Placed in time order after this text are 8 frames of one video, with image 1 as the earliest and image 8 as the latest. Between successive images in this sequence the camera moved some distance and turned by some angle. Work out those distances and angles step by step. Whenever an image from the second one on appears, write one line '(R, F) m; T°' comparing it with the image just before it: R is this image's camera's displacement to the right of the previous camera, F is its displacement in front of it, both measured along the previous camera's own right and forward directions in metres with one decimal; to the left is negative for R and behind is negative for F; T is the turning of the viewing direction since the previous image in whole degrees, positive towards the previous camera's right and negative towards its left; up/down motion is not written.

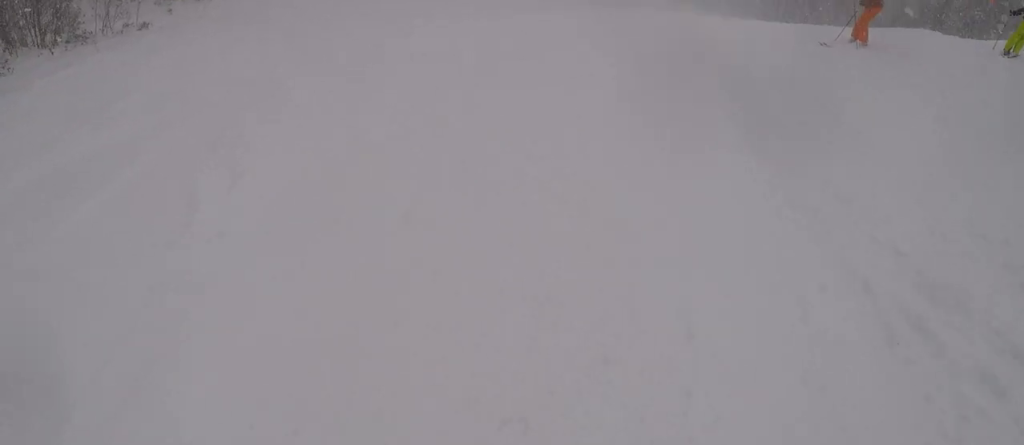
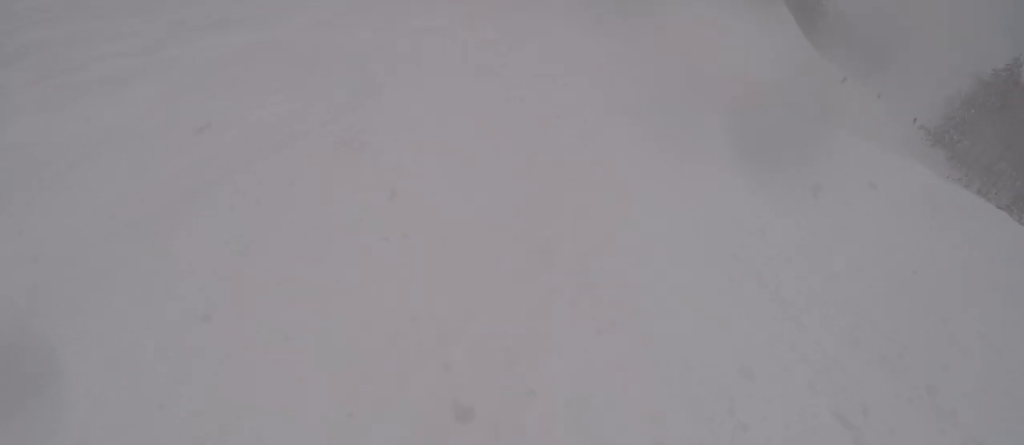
(-0.1, +4.5) m; +8°
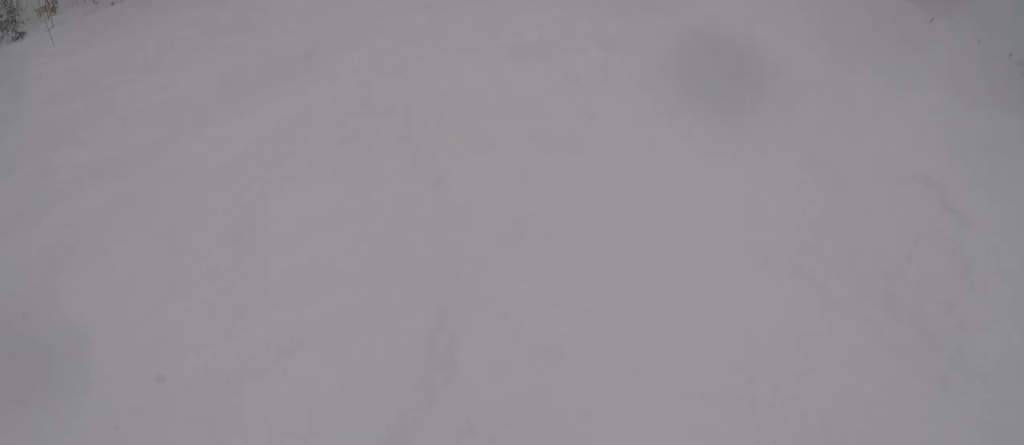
(0.0, +2.7) m; +13°
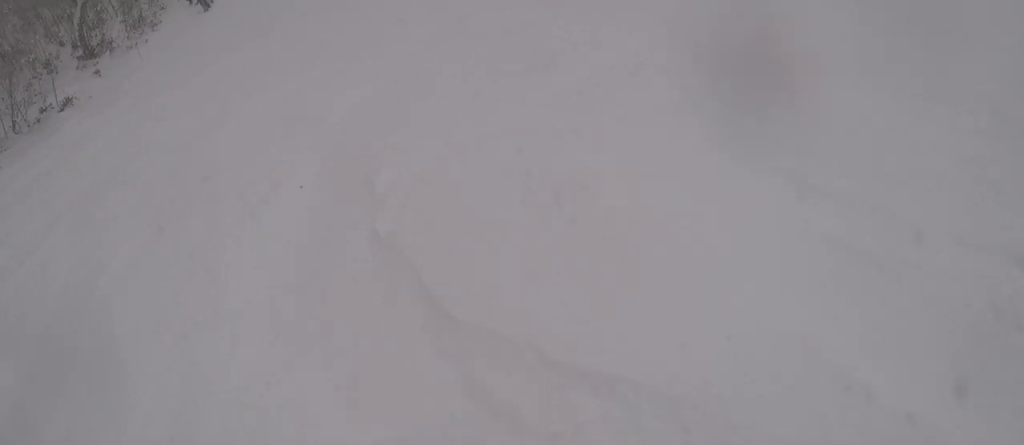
(+1.2, +5.8) m; -1°
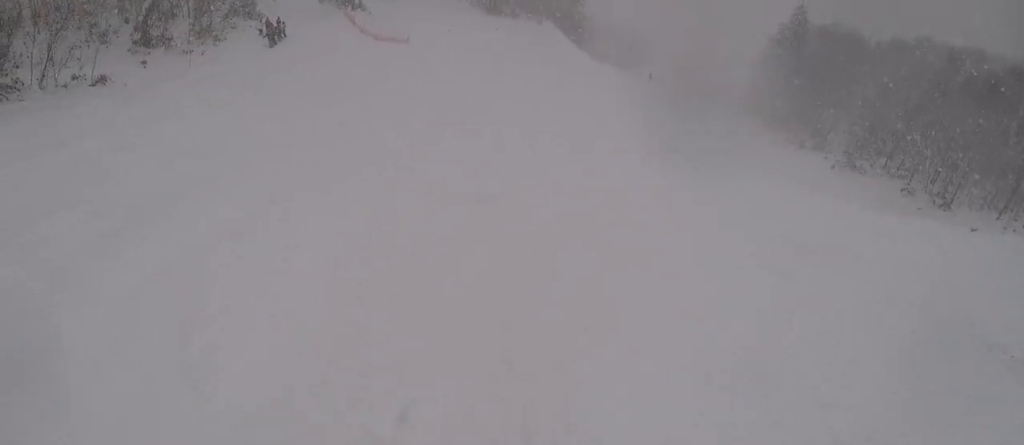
(-0.9, +3.7) m; -12°
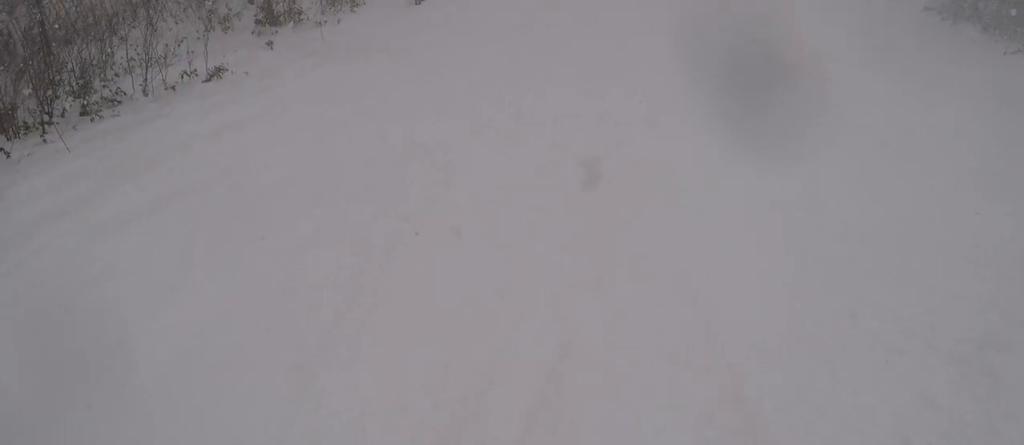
(+1.8, +8.7) m; +40°
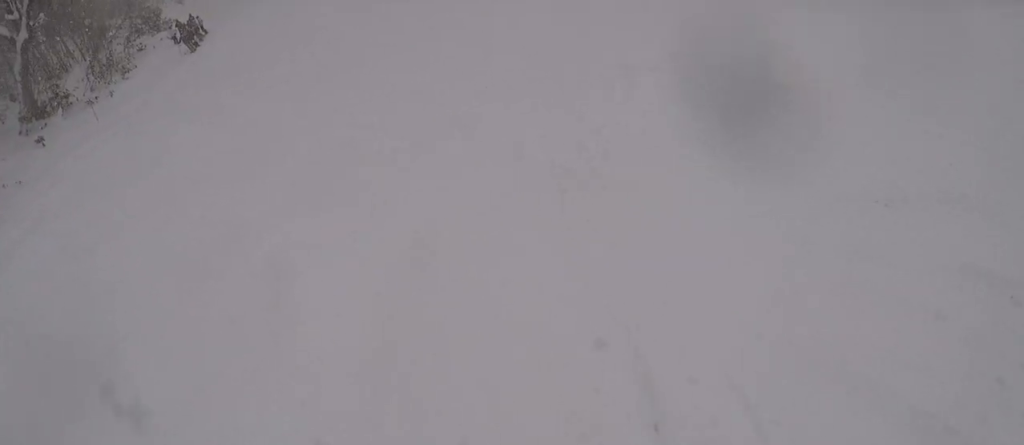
(+0.4, +2.7) m; +9°
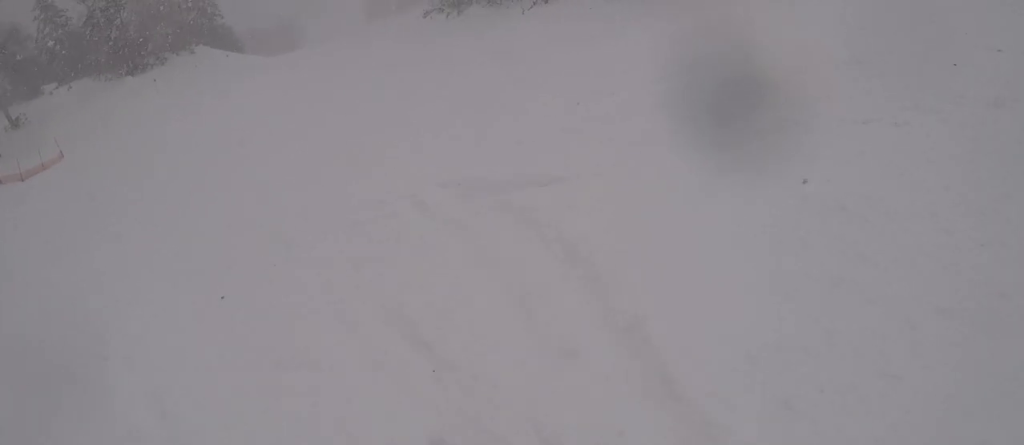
(+1.0, +4.8) m; -2°
